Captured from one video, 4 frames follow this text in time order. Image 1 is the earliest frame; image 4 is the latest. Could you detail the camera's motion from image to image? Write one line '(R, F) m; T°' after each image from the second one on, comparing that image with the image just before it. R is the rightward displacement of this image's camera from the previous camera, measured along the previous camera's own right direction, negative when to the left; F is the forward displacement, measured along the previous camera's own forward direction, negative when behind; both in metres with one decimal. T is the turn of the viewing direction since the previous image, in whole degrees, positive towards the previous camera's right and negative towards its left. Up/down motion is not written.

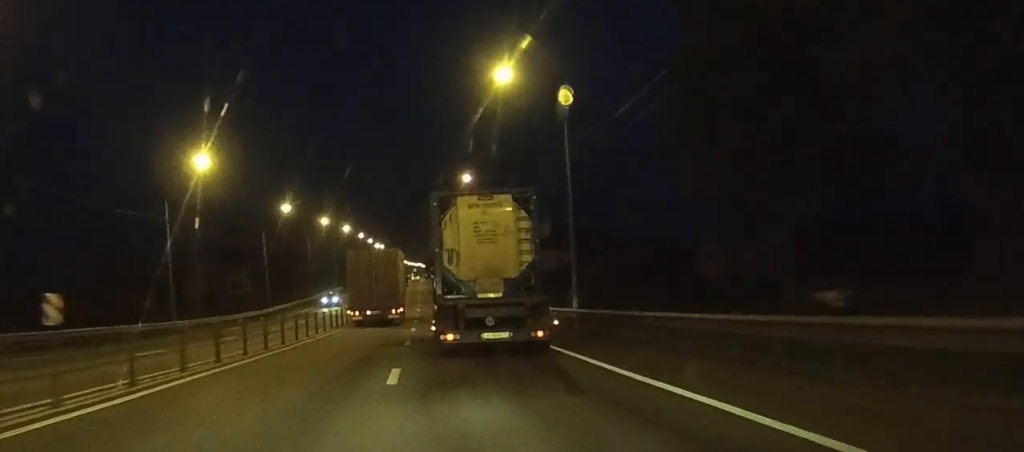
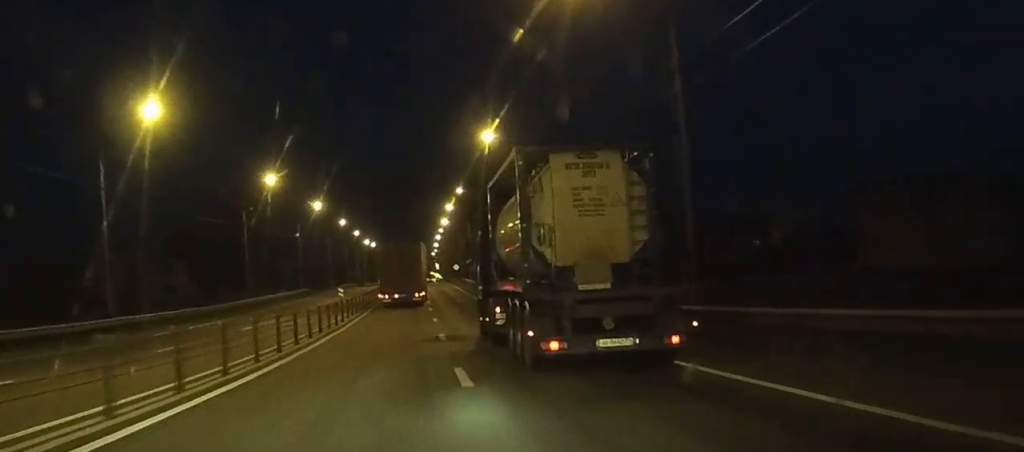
(+3.6, +55.1) m; +5°
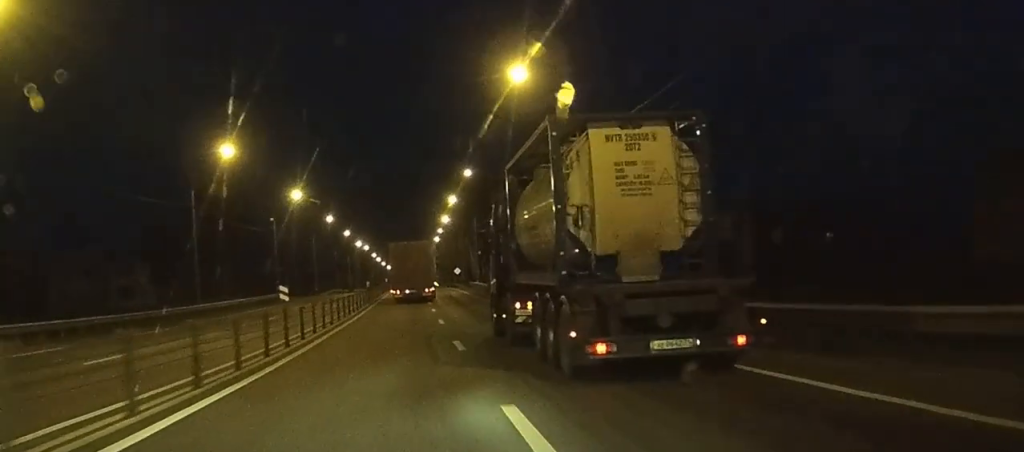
(-0.2, +19.2) m; -1°
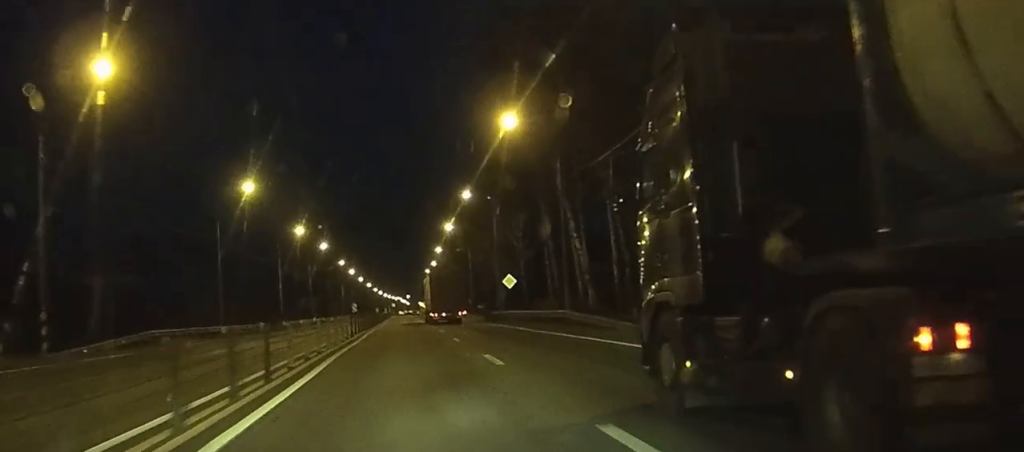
(-1.2, +96.8) m; -1°
